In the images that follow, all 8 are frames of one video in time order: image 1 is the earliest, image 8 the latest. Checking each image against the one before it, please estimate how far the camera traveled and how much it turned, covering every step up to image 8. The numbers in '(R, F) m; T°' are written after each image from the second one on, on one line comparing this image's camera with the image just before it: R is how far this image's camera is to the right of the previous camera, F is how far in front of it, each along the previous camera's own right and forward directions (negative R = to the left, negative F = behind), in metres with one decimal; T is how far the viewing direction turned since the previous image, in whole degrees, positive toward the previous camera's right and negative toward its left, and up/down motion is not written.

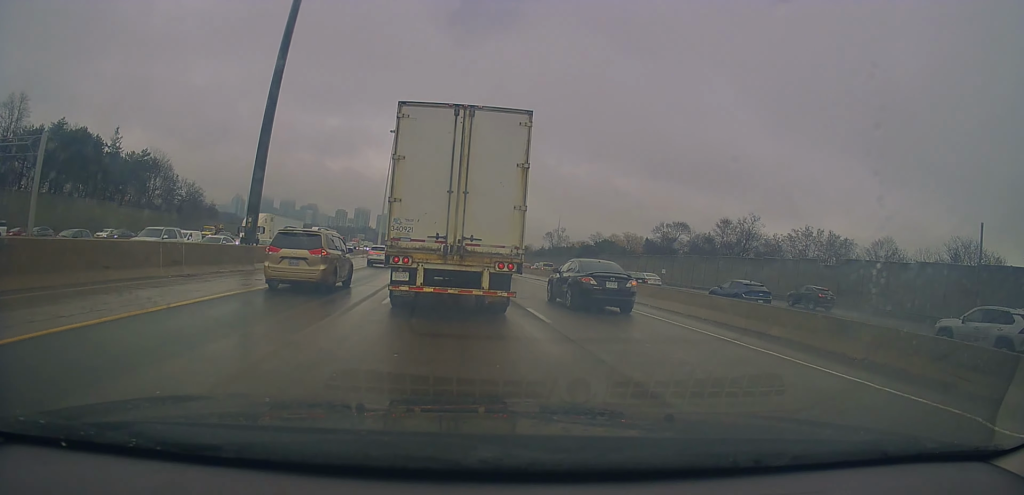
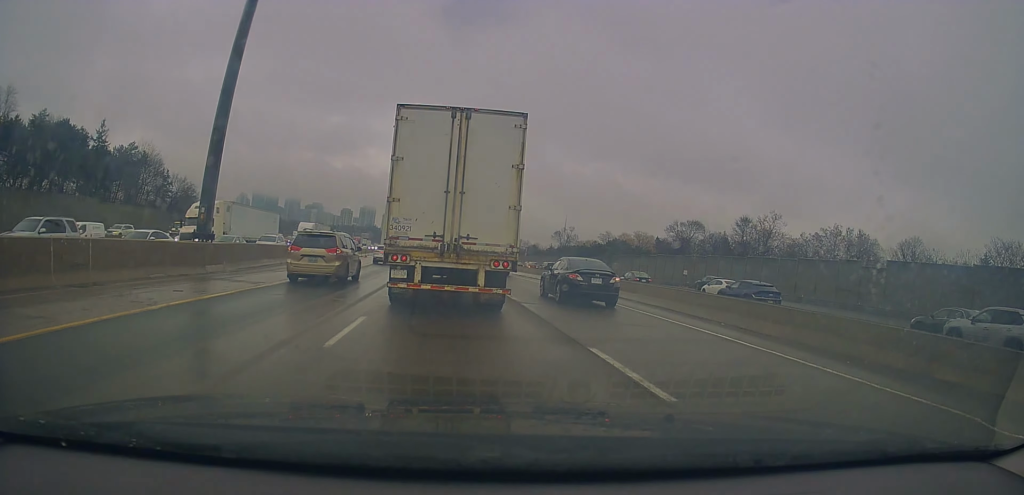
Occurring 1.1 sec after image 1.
(0.0, +6.2) m; +3°
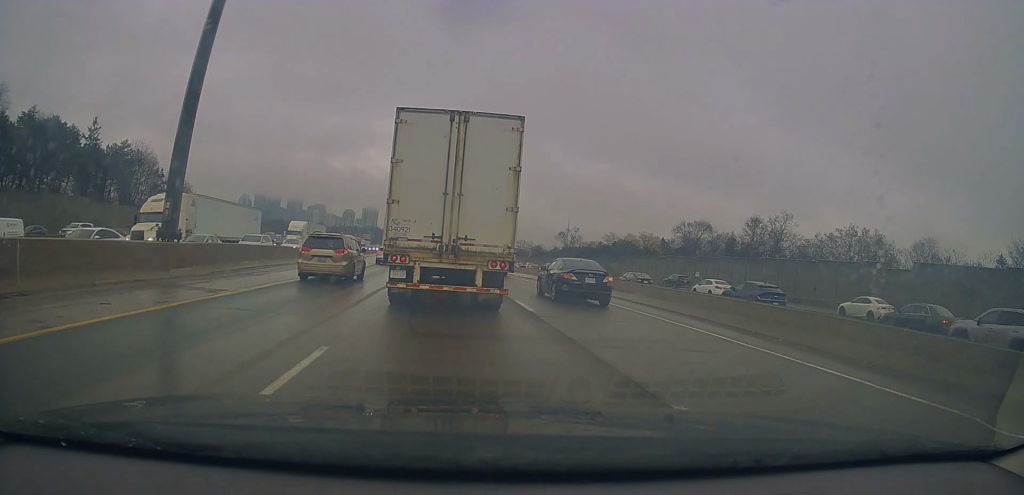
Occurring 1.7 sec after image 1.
(+0.1, +3.2) m; 0°
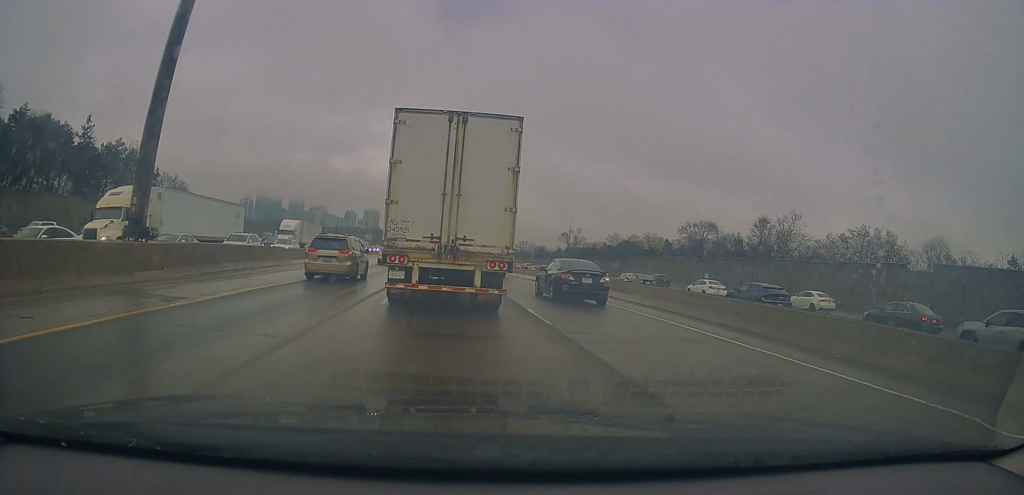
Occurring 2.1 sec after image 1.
(+0.1, +2.6) m; 0°
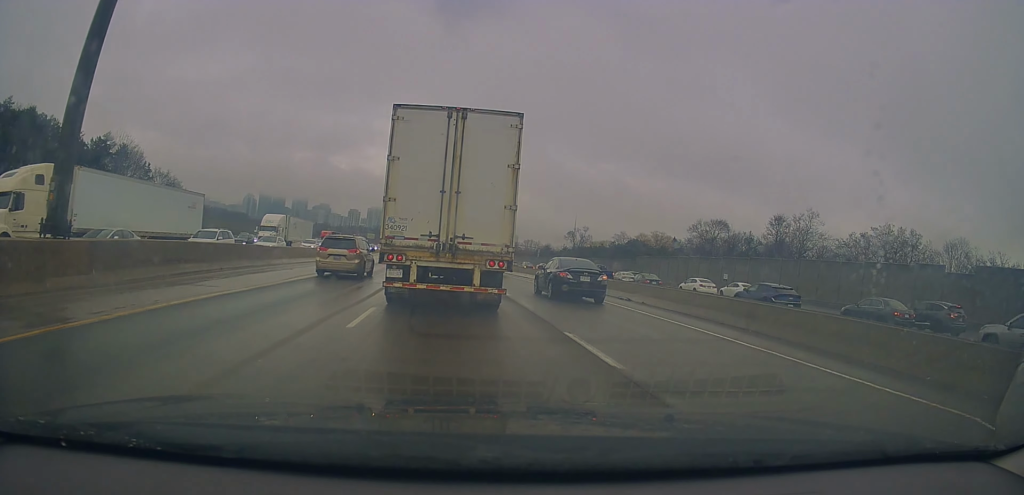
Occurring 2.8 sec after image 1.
(-0.1, +4.3) m; -2°
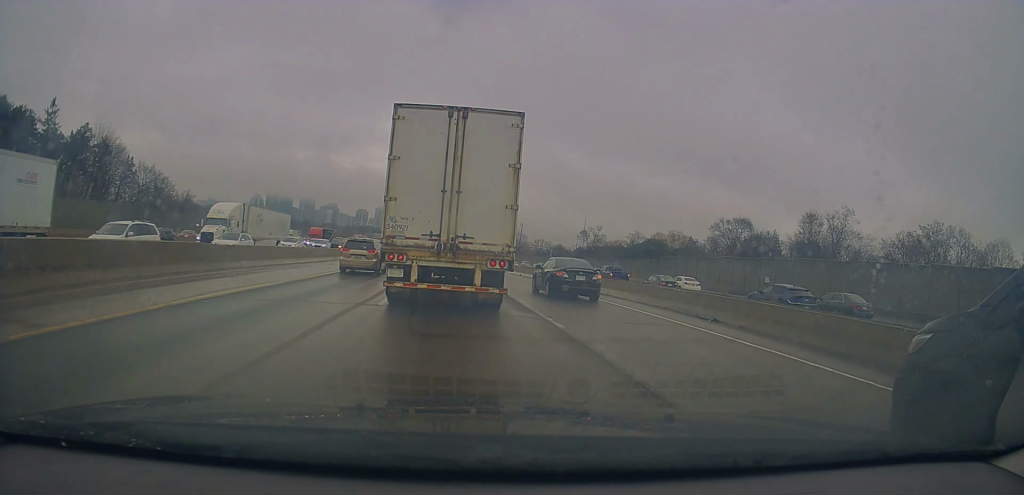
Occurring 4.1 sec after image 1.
(-0.2, +8.5) m; -4°
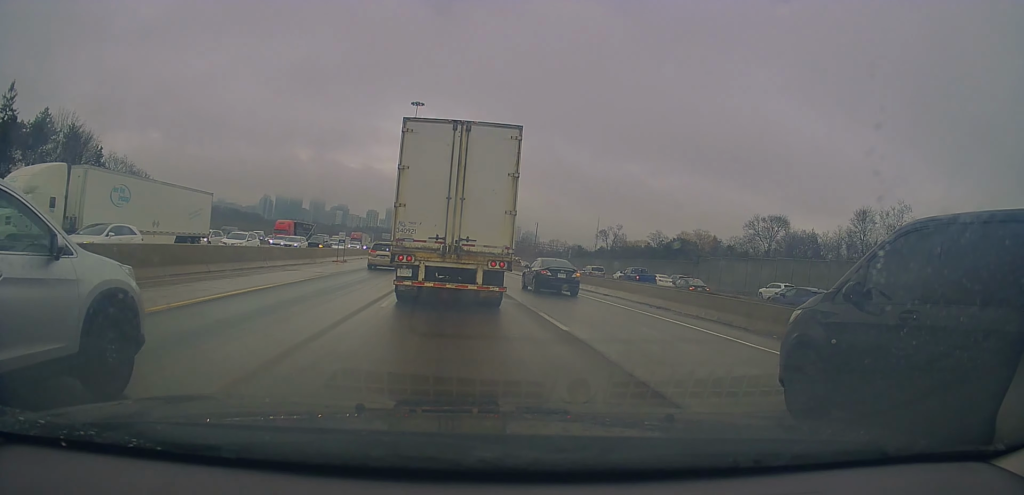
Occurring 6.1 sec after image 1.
(+0.8, +12.5) m; +3°
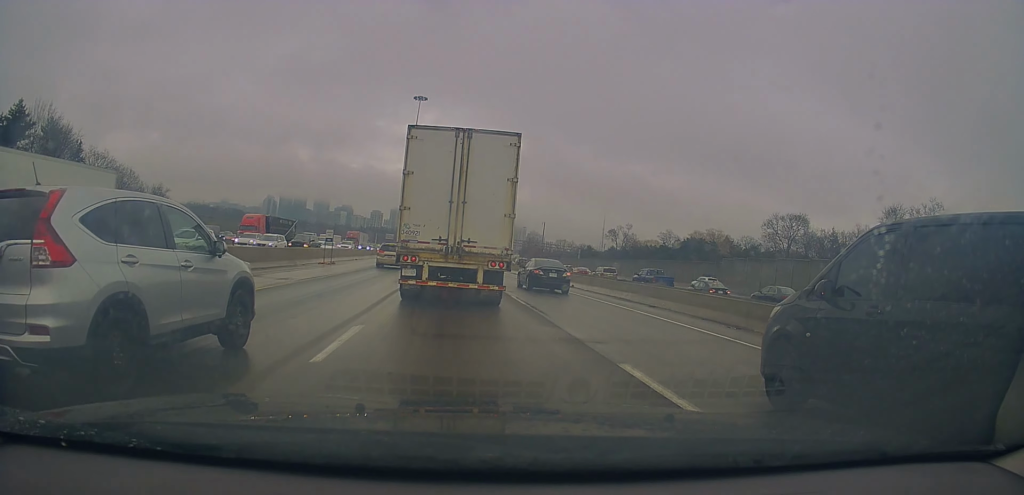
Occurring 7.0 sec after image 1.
(-0.7, +6.1) m; -4°
